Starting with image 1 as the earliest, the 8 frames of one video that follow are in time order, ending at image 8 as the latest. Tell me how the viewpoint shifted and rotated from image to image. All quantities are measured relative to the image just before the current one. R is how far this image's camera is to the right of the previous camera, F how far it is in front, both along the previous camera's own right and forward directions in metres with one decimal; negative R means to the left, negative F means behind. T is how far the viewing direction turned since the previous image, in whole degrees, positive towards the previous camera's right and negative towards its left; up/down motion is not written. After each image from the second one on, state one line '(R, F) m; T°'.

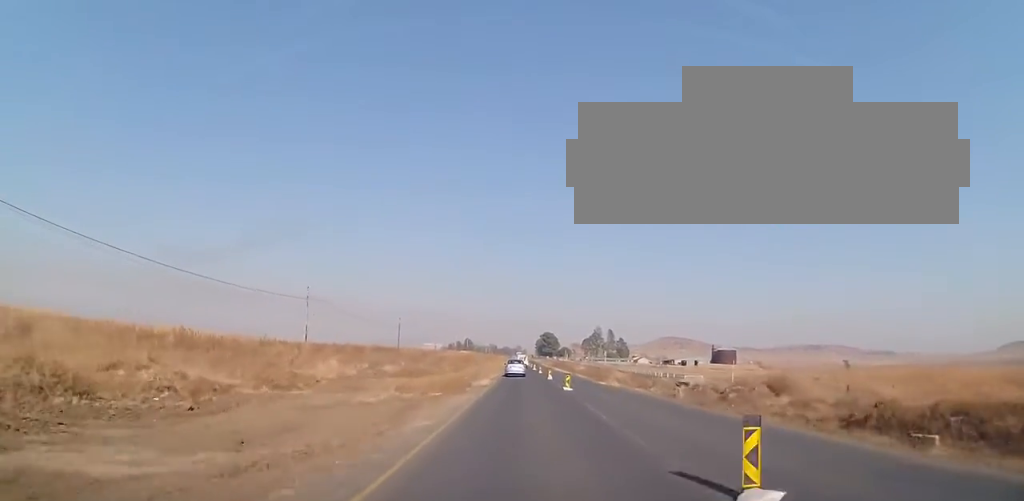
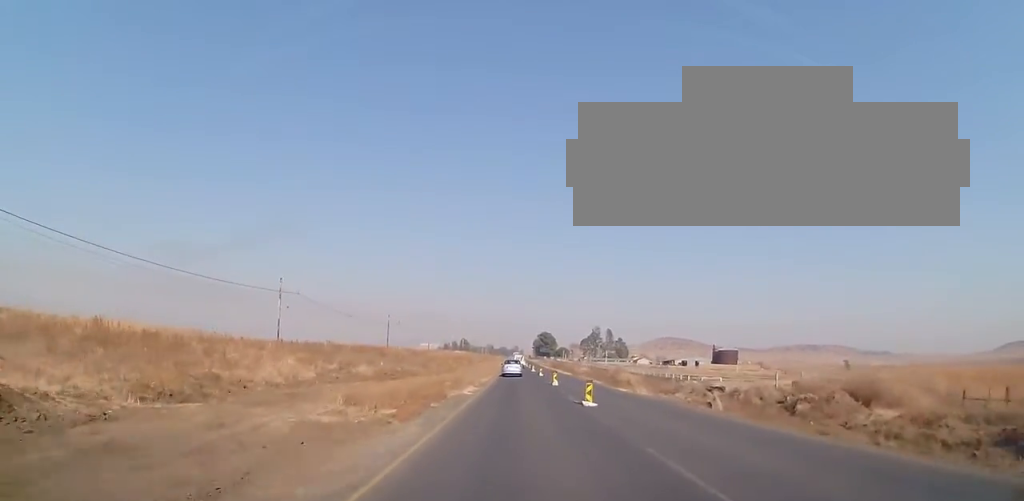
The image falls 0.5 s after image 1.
(0.0, +9.4) m; 0°
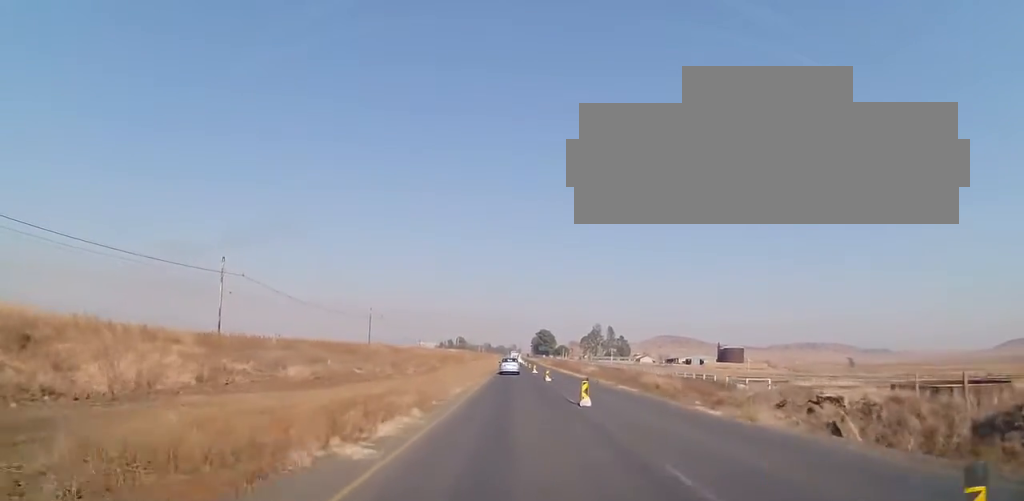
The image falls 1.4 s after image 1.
(0.0, +15.9) m; 0°
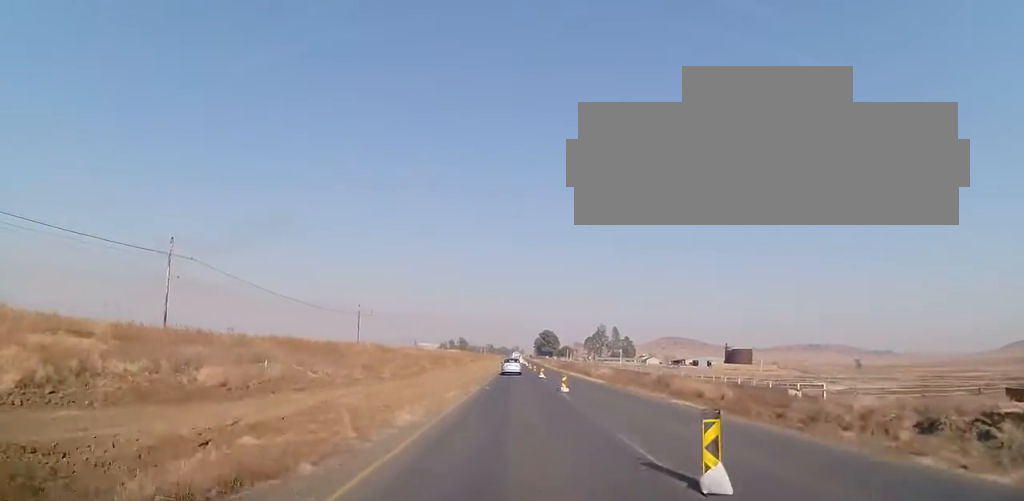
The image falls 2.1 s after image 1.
(0.0, +11.2) m; 0°
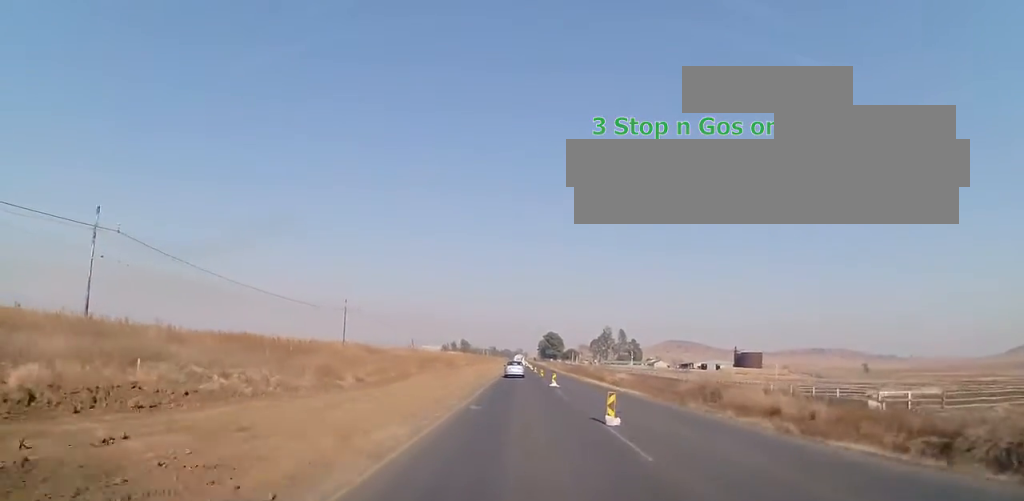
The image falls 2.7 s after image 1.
(0.0, +11.8) m; 0°
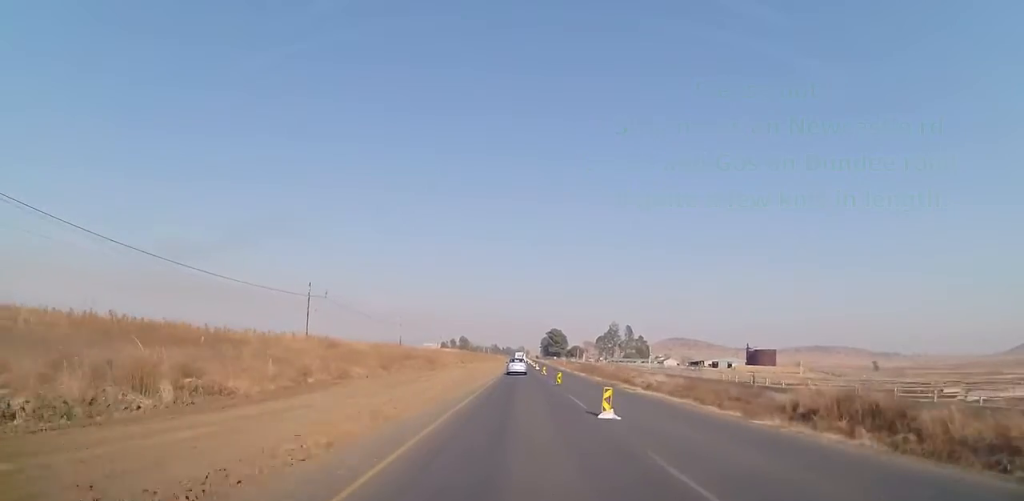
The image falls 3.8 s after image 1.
(-0.1, +19.3) m; -1°
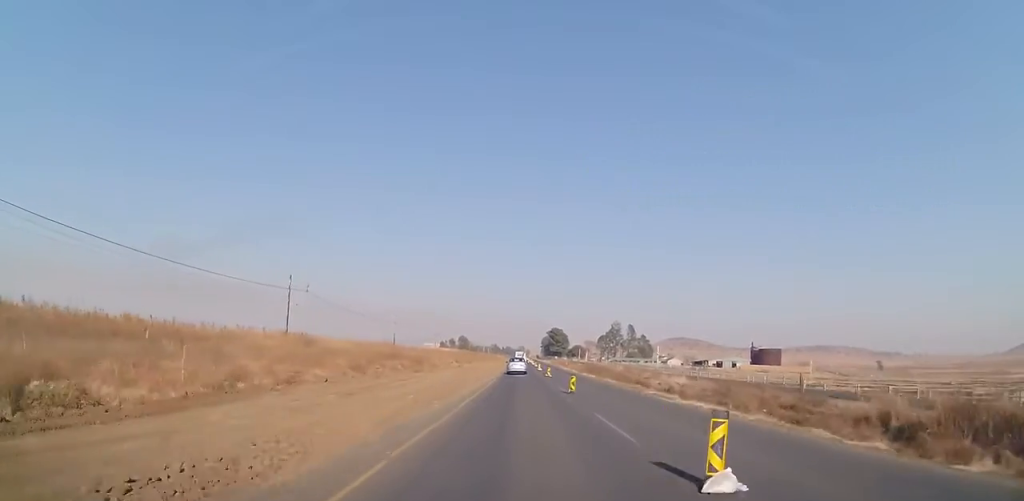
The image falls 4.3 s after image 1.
(-0.1, +7.6) m; 0°
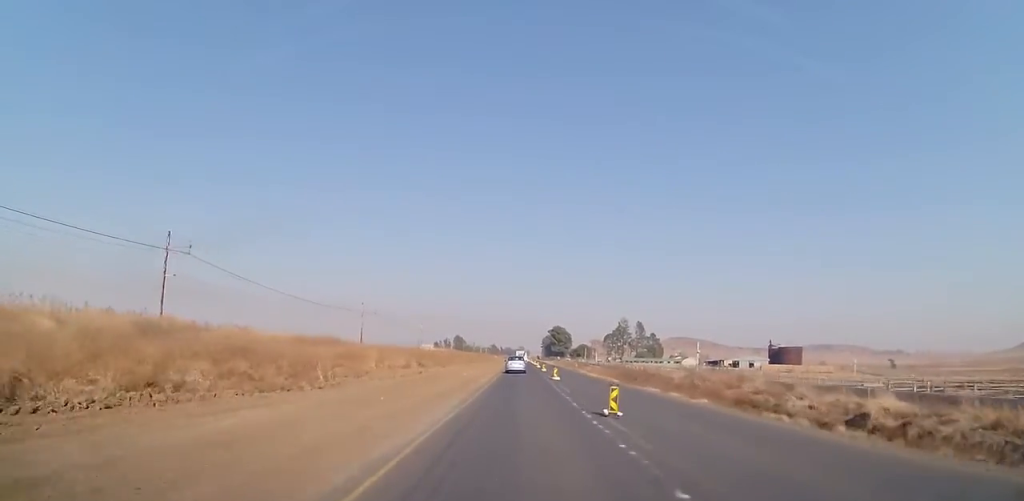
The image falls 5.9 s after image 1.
(+0.1, +29.5) m; 0°
